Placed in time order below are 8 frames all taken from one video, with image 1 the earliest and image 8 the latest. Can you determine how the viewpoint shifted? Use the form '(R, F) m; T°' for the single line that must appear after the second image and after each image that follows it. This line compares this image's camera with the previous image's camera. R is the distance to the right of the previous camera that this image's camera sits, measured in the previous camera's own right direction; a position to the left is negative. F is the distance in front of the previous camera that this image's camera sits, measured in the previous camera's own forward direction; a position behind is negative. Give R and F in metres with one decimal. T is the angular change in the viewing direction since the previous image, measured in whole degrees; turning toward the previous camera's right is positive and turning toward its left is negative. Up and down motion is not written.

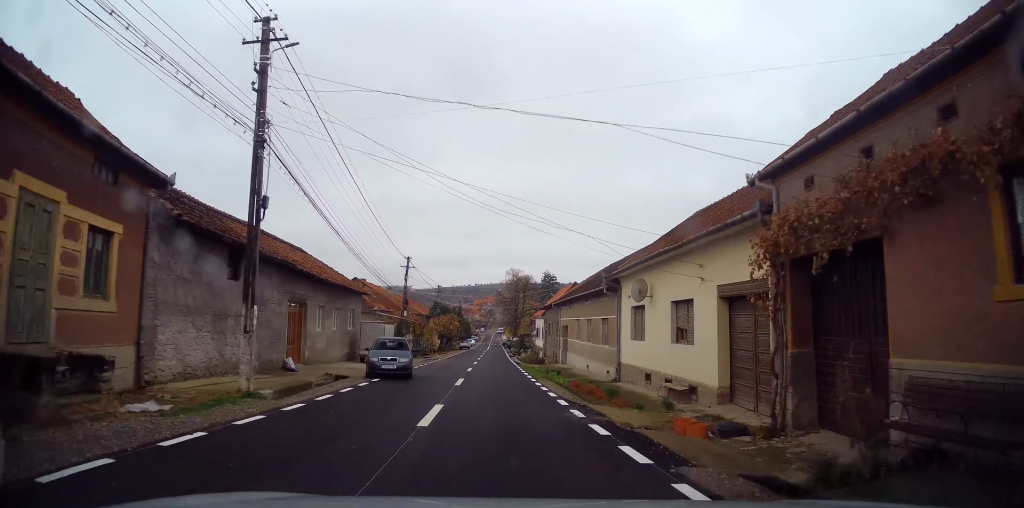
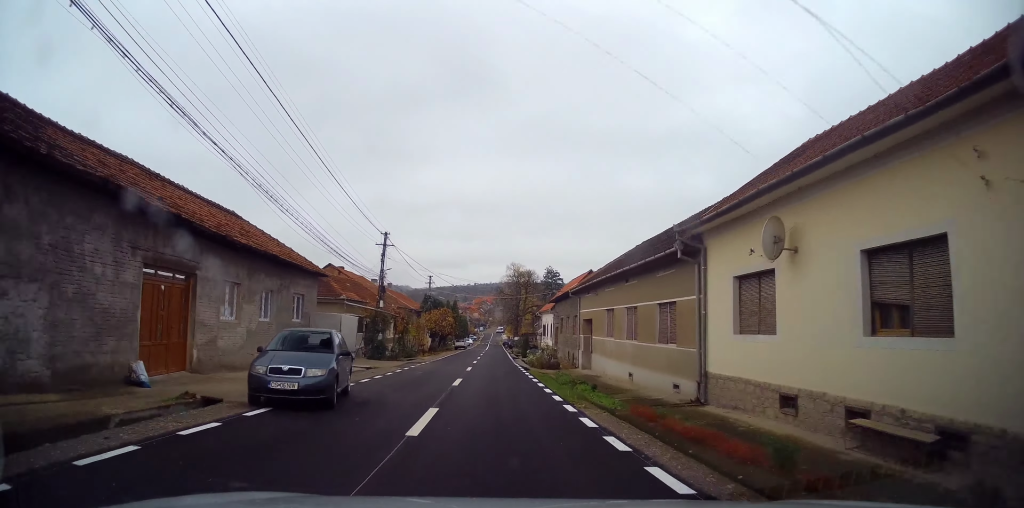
(-0.2, +9.5) m; 0°
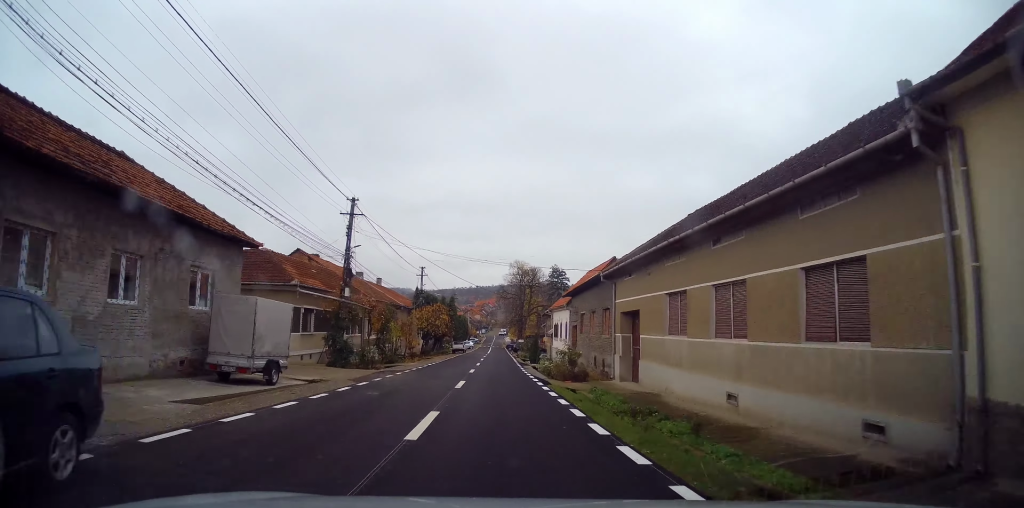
(-0.1, +8.9) m; 0°
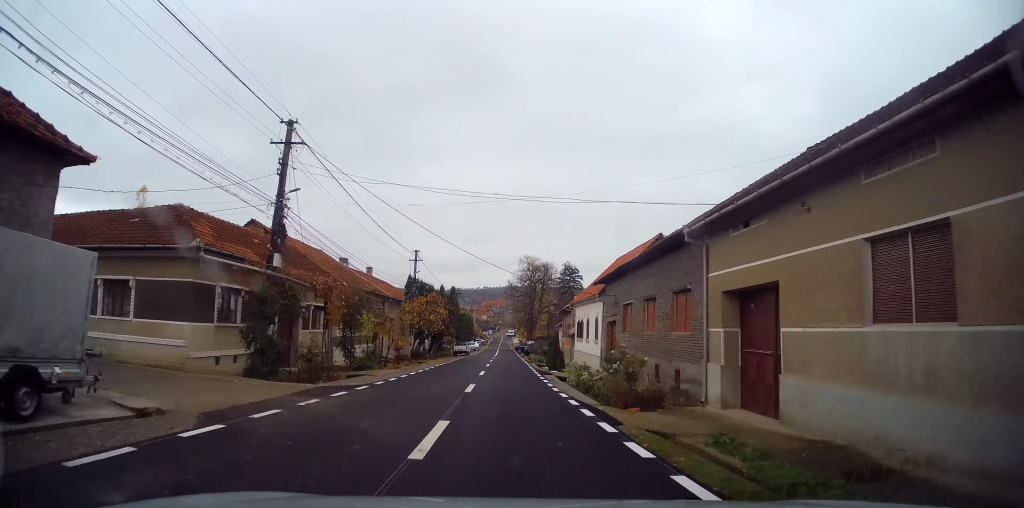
(+0.2, +9.6) m; +1°
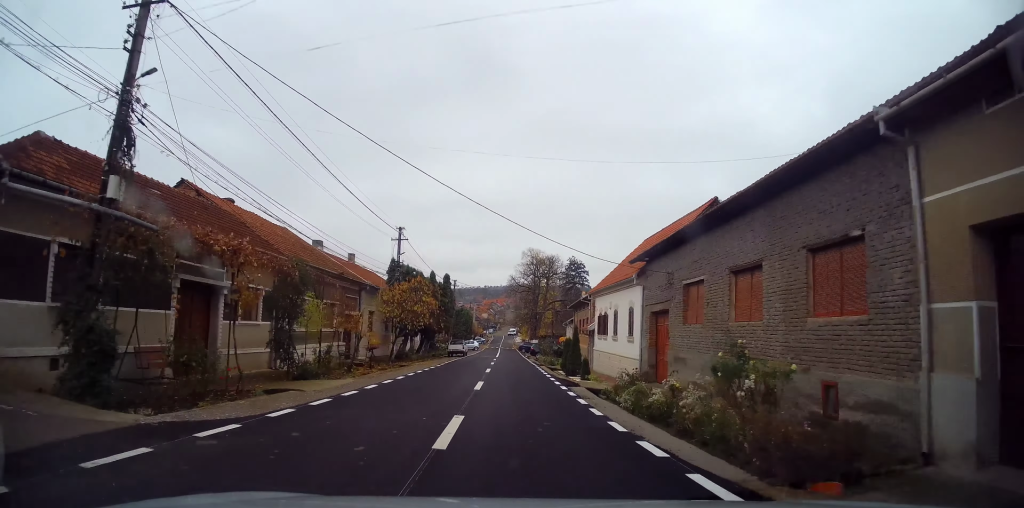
(0.0, +8.0) m; 0°
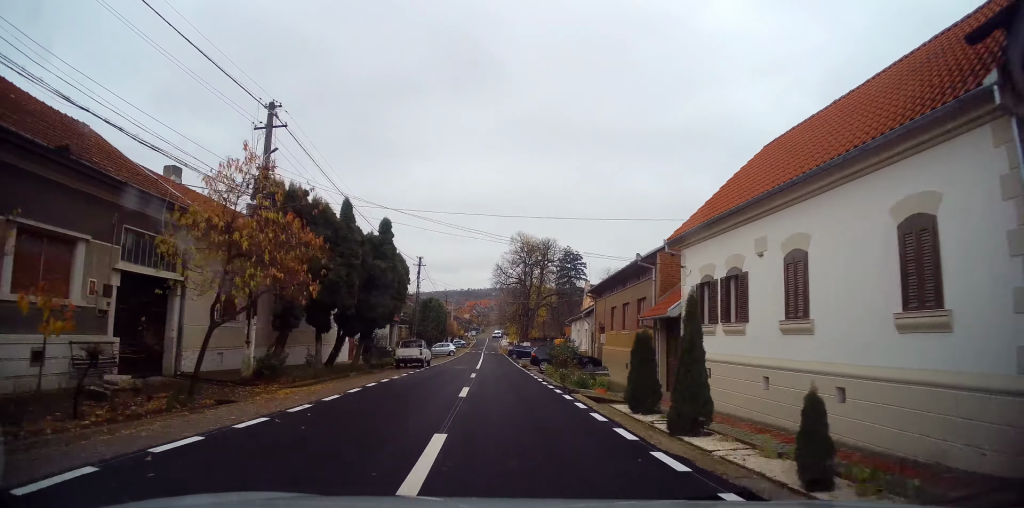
(0.0, +18.7) m; 0°
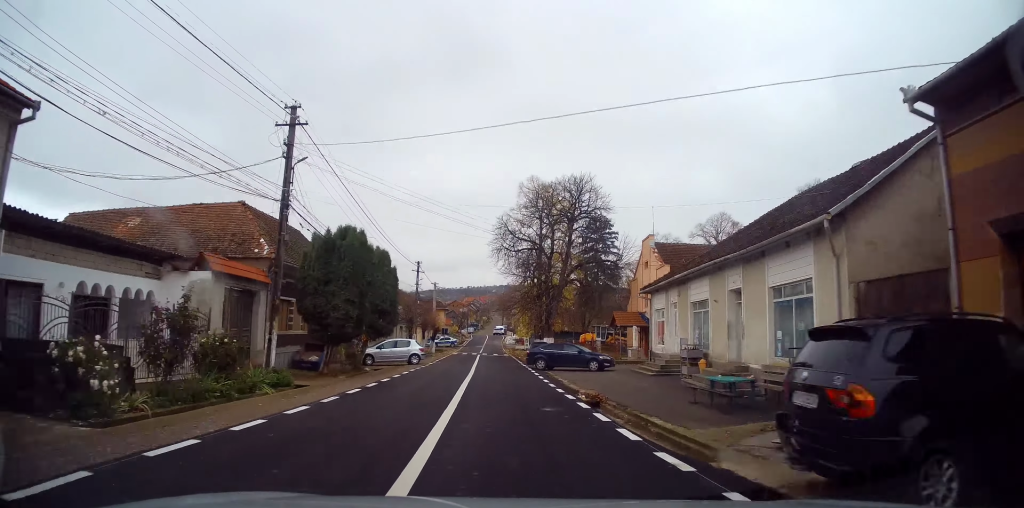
(-0.1, +30.3) m; 0°
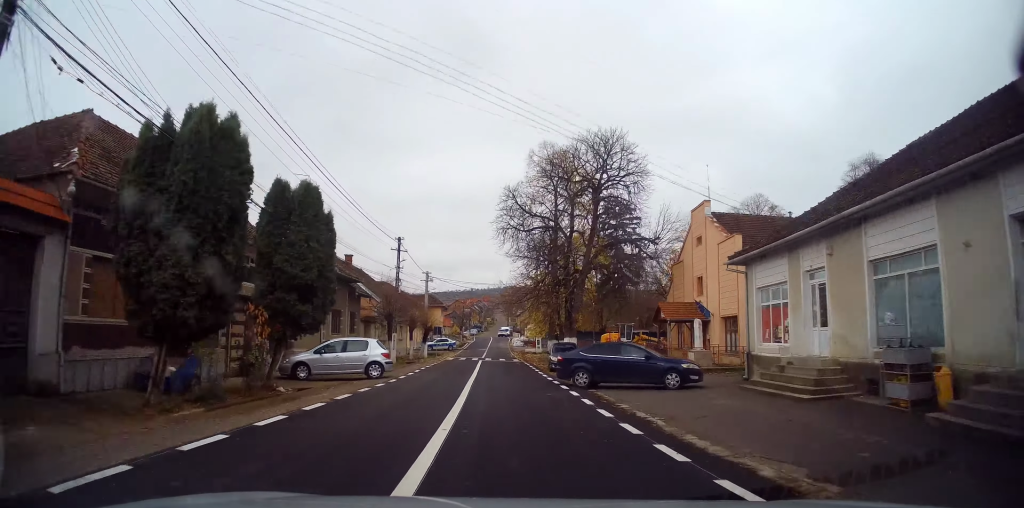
(0.0, +11.6) m; 0°
